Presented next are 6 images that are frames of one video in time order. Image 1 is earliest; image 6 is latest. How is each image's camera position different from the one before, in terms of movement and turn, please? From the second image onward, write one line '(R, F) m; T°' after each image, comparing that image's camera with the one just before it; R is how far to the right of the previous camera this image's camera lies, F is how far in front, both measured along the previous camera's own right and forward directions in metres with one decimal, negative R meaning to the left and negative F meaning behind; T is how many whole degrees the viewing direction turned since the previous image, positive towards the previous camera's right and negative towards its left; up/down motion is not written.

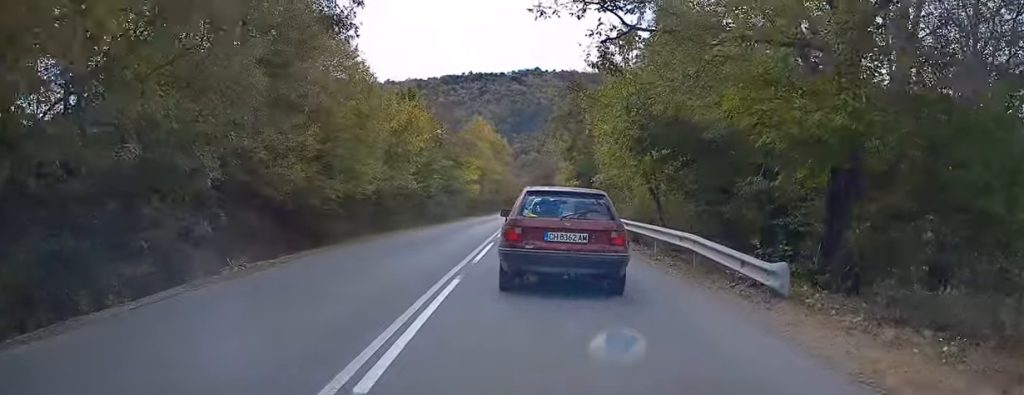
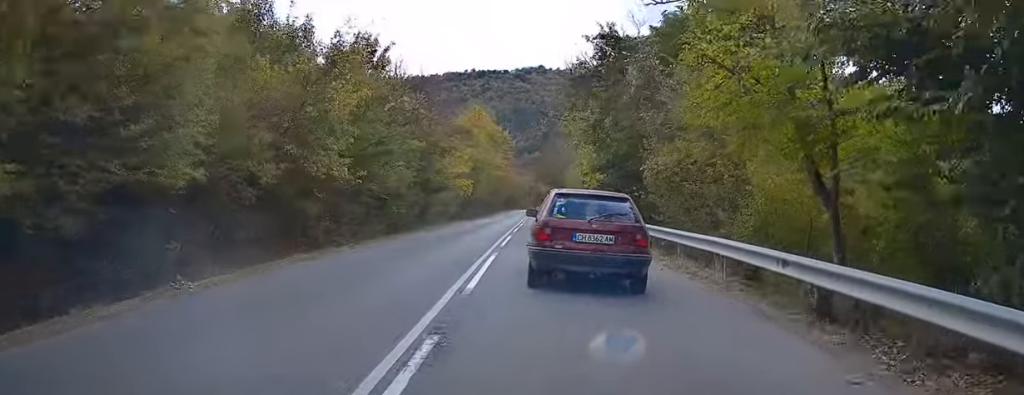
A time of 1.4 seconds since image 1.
(+0.1, +13.3) m; +1°
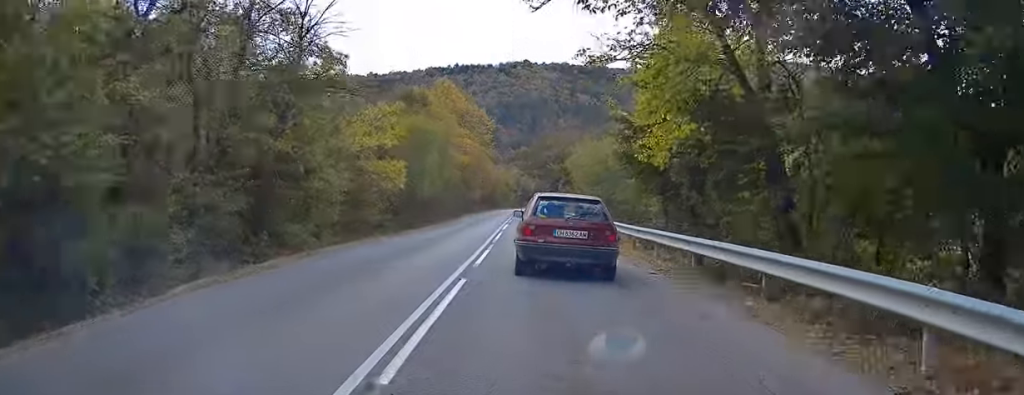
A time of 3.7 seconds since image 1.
(+0.7, +22.8) m; +1°
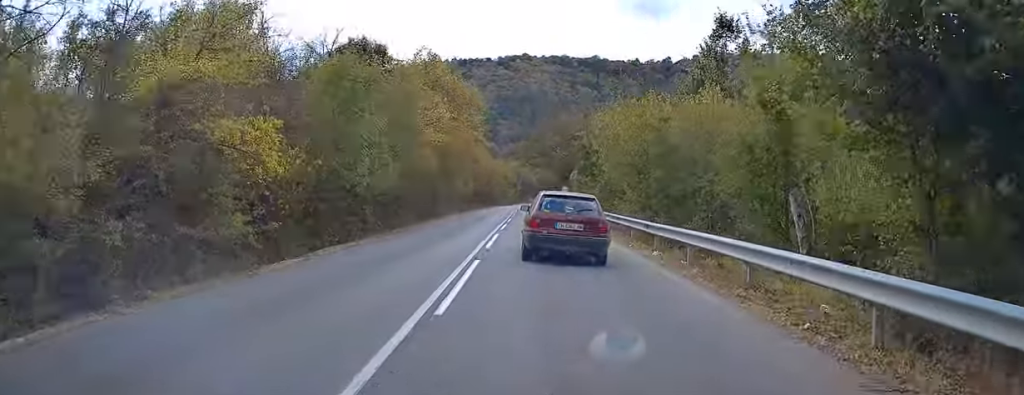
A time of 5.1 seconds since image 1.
(-0.2, +15.0) m; -1°
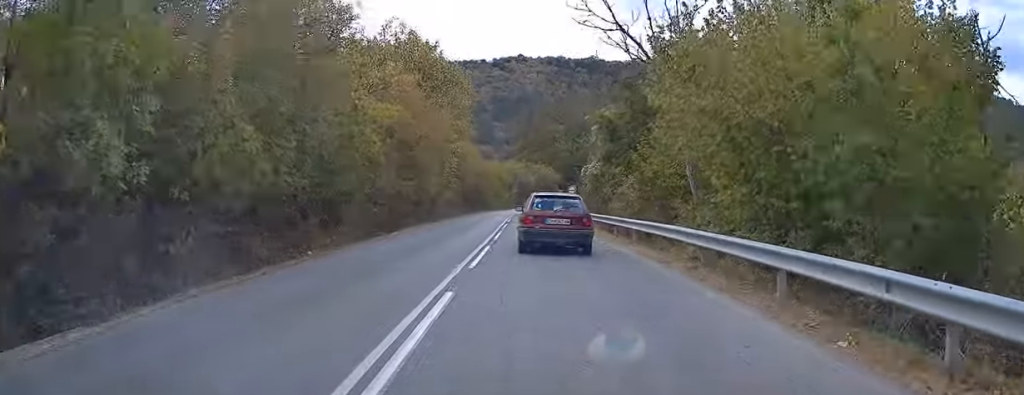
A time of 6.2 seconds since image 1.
(0.0, +13.2) m; +1°
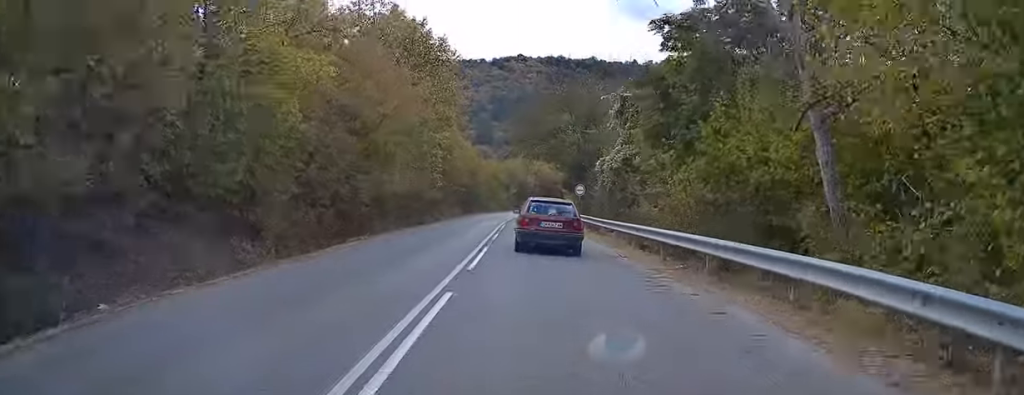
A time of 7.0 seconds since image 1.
(+0.1, +8.8) m; 0°
